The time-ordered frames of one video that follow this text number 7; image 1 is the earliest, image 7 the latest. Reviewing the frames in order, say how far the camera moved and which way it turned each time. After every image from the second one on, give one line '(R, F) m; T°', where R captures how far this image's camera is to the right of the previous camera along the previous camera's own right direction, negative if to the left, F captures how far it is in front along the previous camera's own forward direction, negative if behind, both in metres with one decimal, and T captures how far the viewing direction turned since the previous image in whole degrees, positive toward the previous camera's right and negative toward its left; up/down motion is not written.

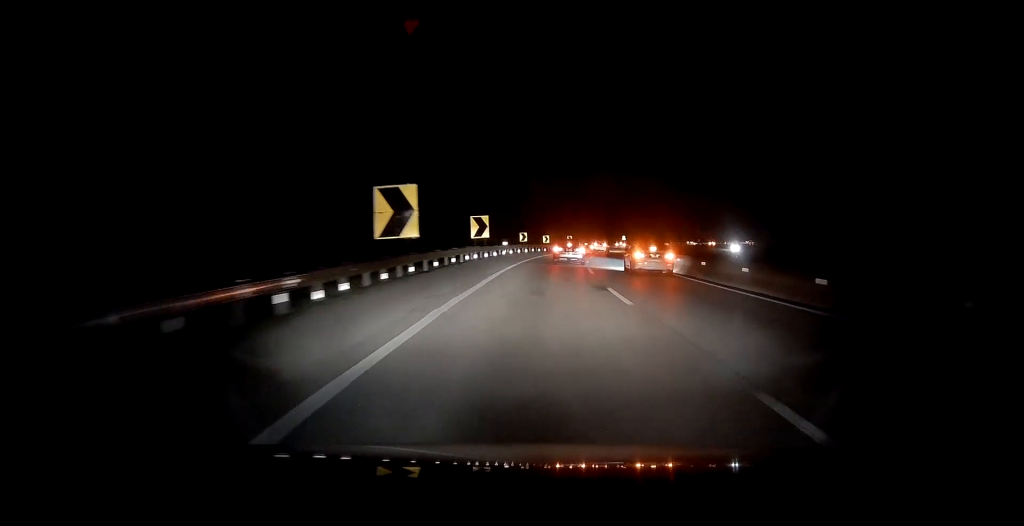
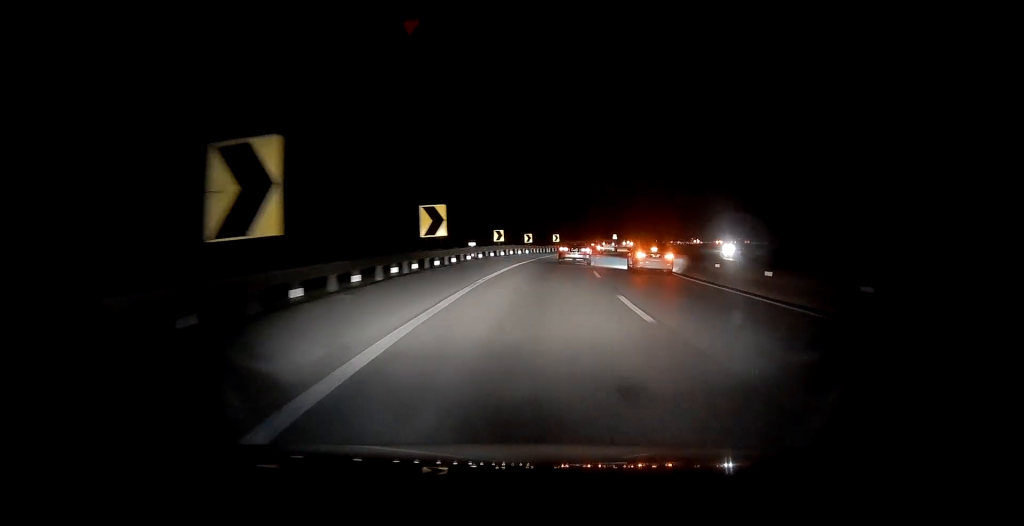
(0.0, +14.4) m; +1°
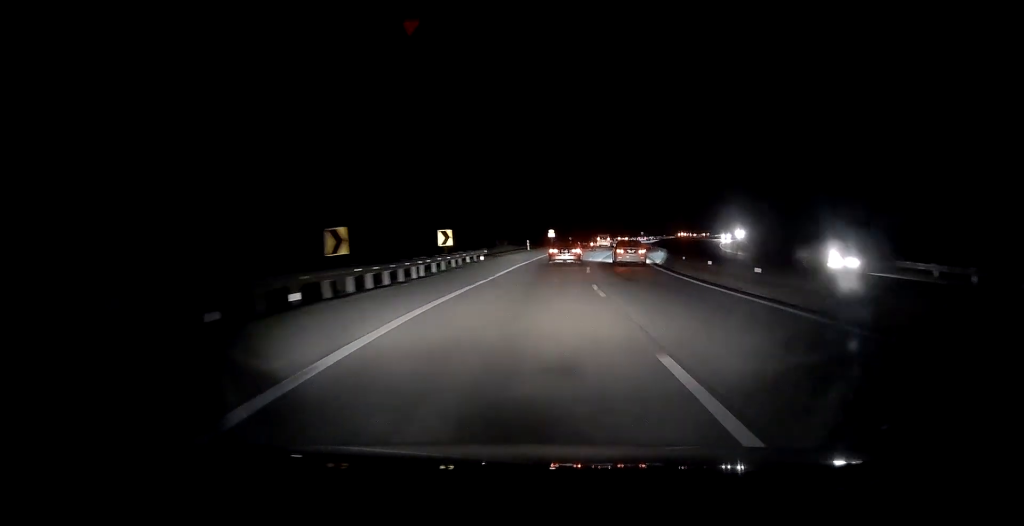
(+2.8, +43.8) m; +8°
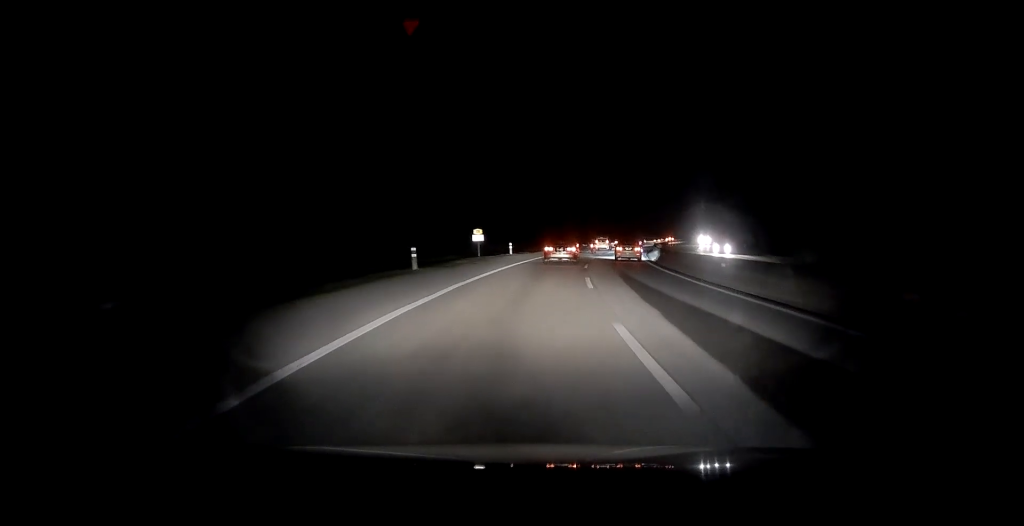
(+2.0, +34.1) m; +6°
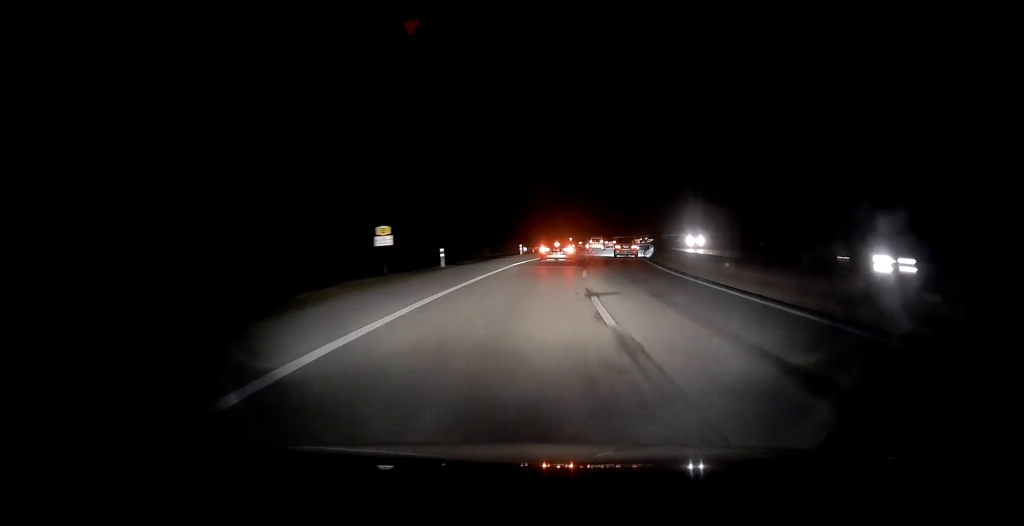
(+0.3, +19.9) m; +4°
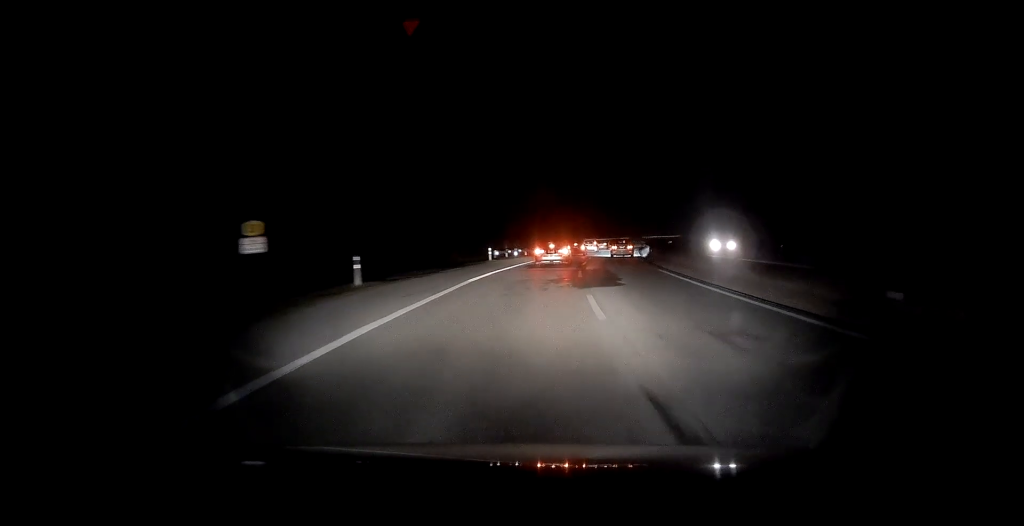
(+0.3, +11.4) m; +3°
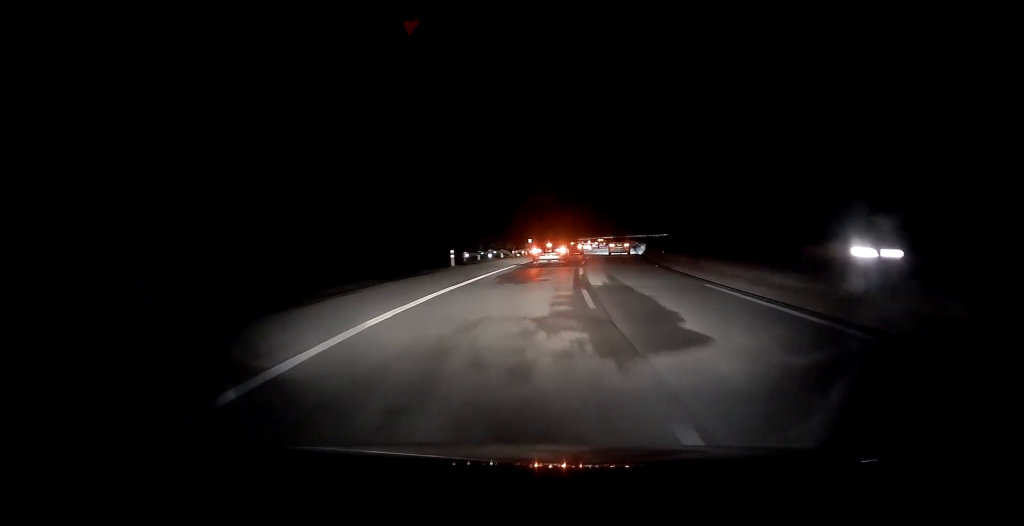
(+0.4, +10.7) m; +3°
